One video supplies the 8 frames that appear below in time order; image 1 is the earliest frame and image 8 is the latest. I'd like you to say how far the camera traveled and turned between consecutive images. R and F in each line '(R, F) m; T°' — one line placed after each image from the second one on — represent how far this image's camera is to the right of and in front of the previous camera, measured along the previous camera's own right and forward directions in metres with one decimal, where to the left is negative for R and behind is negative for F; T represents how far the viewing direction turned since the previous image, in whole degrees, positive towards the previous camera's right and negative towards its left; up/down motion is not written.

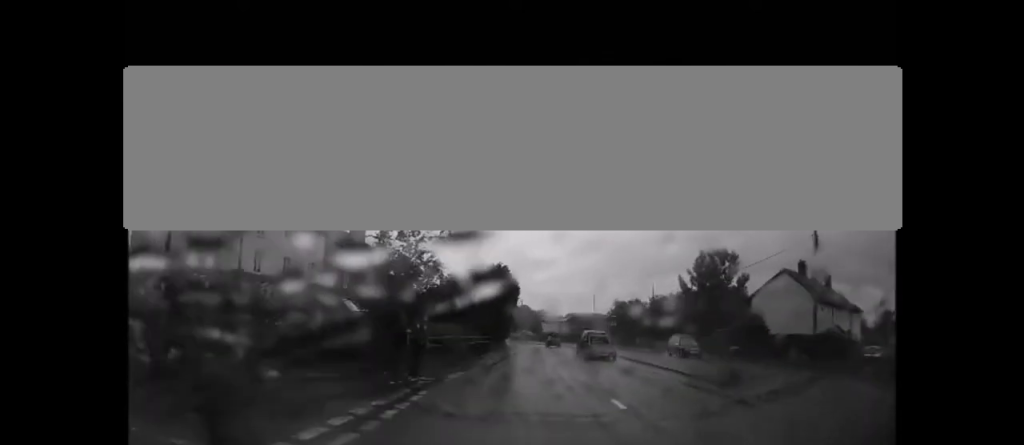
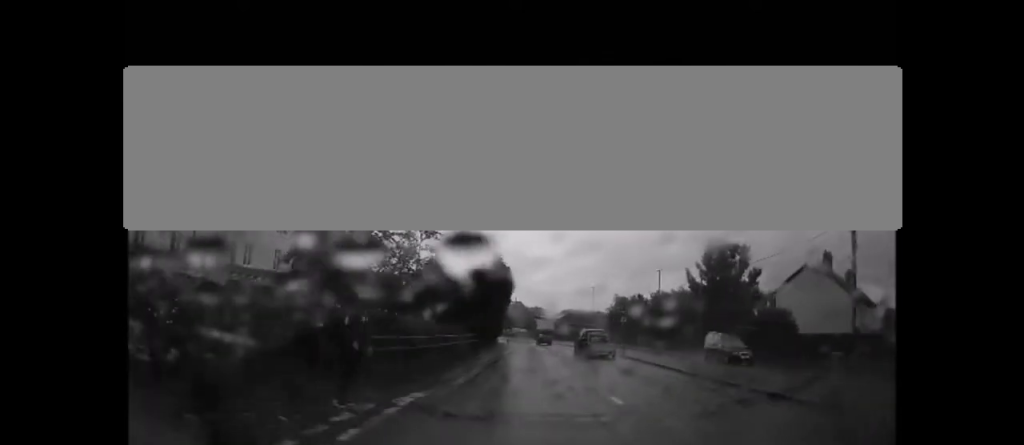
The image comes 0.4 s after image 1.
(+0.1, +5.6) m; 0°
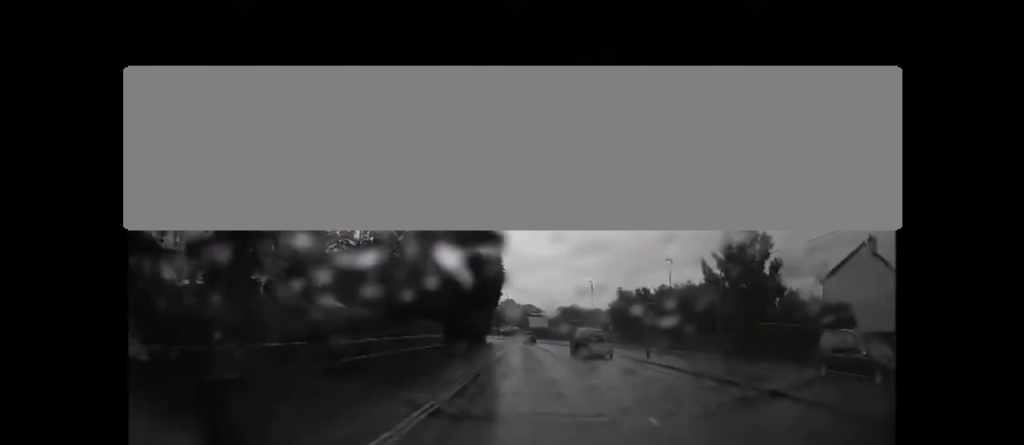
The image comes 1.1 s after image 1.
(+0.1, +8.2) m; 0°
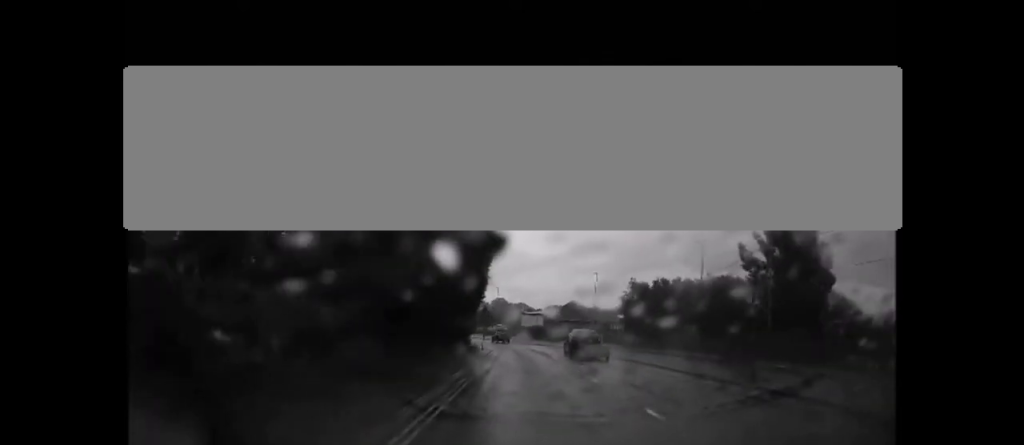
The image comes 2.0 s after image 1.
(-0.2, +12.1) m; +1°
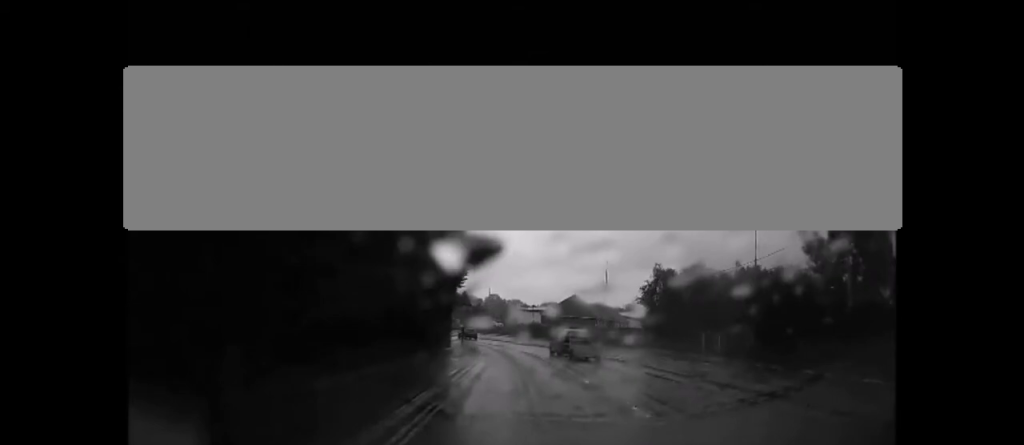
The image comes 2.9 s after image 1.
(+0.4, +11.6) m; +2°
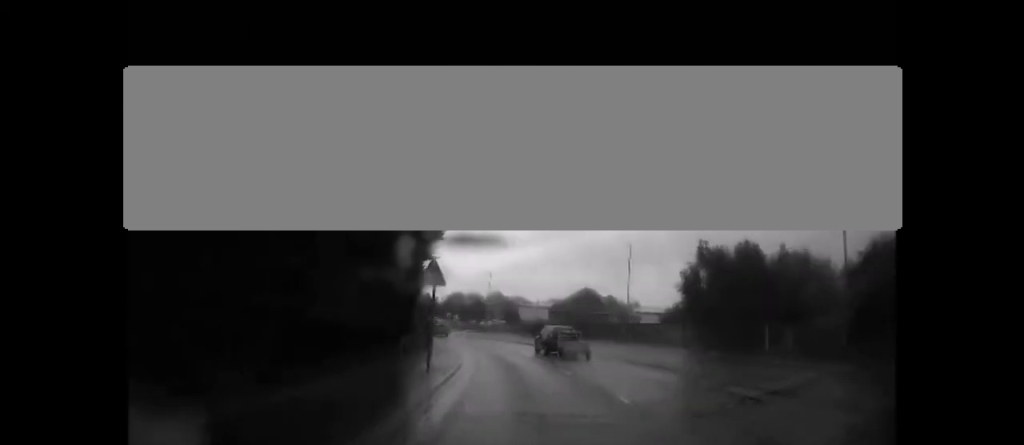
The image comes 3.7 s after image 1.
(+0.2, +10.9) m; -1°
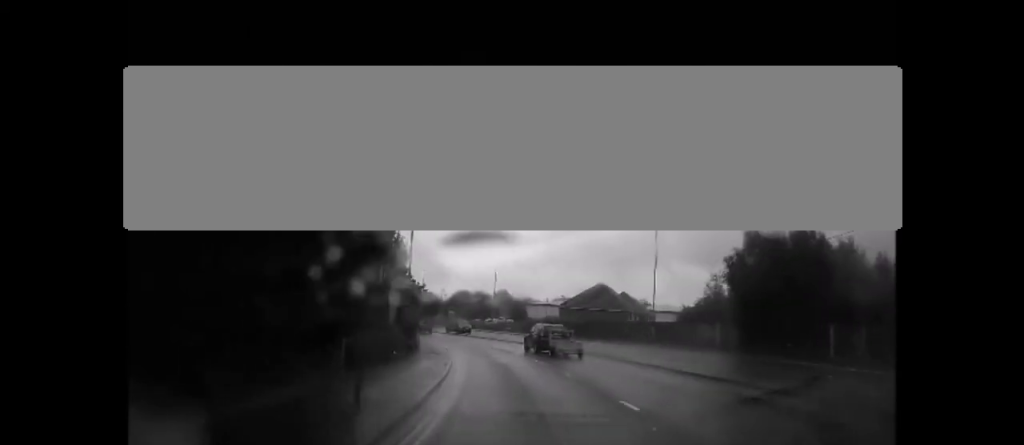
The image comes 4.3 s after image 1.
(0.0, +7.0) m; -1°
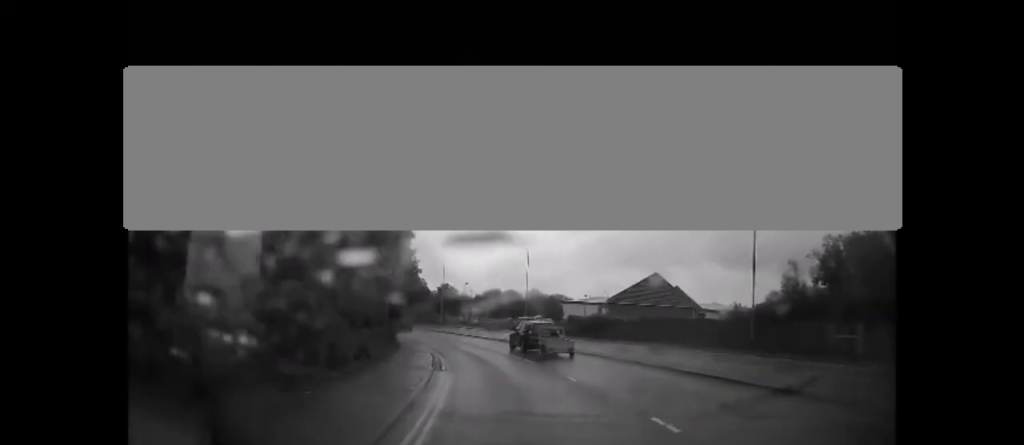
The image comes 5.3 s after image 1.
(-0.5, +14.1) m; -4°
